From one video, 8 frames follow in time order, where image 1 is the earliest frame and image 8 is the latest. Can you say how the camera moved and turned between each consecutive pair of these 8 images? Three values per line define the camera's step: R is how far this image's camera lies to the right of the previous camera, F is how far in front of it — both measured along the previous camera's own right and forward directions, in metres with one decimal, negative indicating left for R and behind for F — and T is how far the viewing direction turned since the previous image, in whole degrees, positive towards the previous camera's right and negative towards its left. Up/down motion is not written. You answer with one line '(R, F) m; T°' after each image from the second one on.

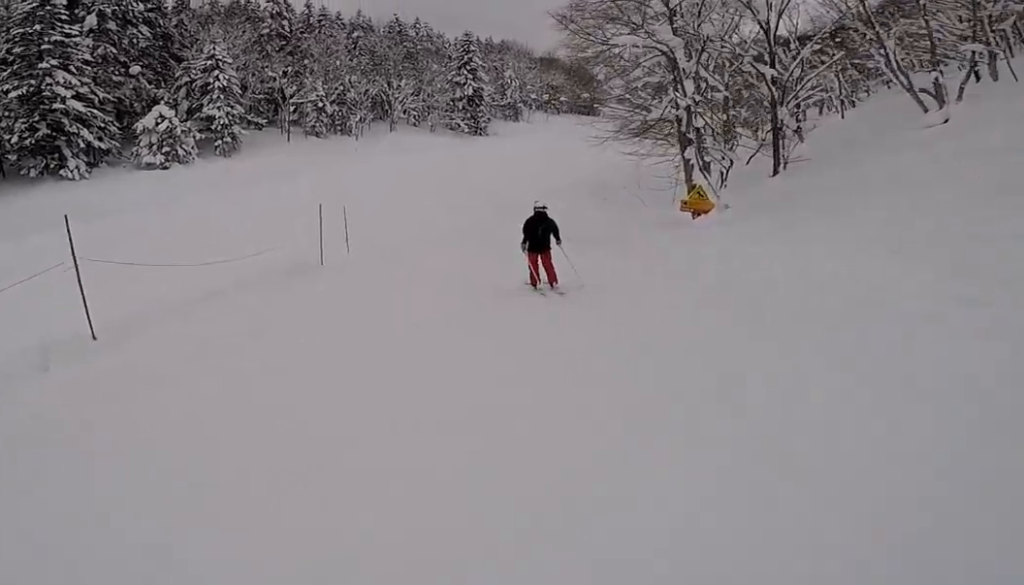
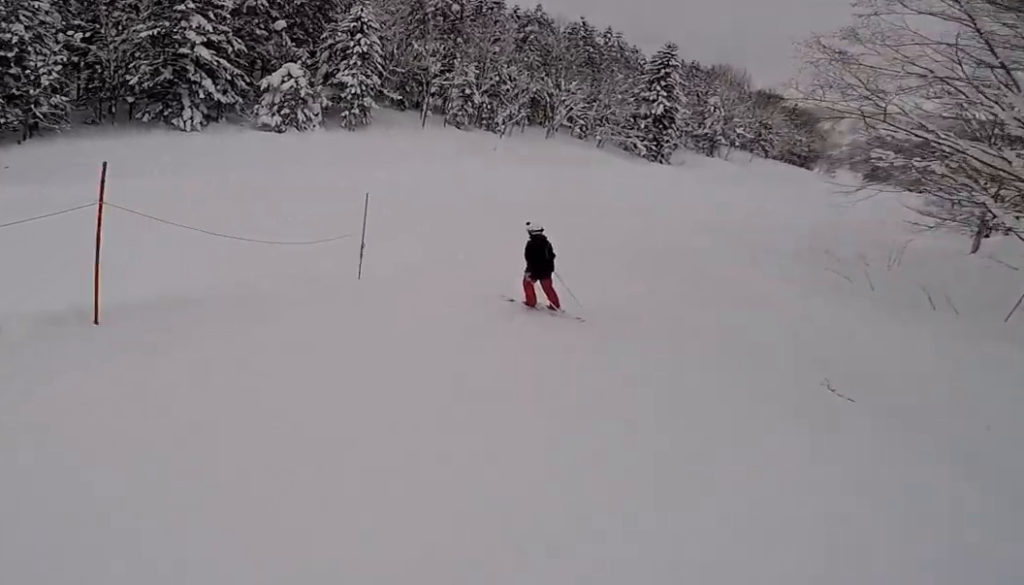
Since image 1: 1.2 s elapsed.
(-0.7, +8.7) m; -24°
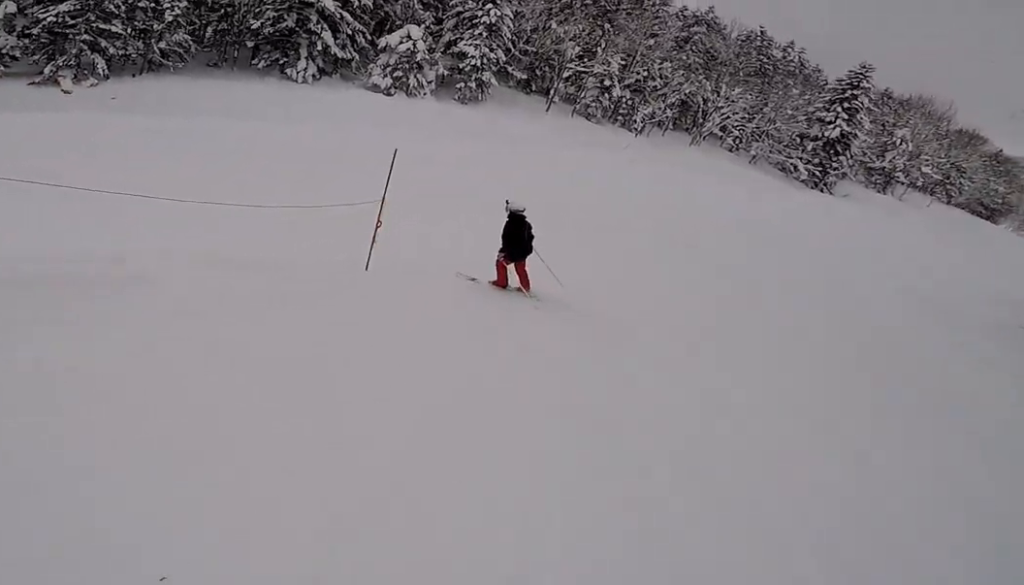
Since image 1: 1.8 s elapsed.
(-0.2, +3.5) m; -20°
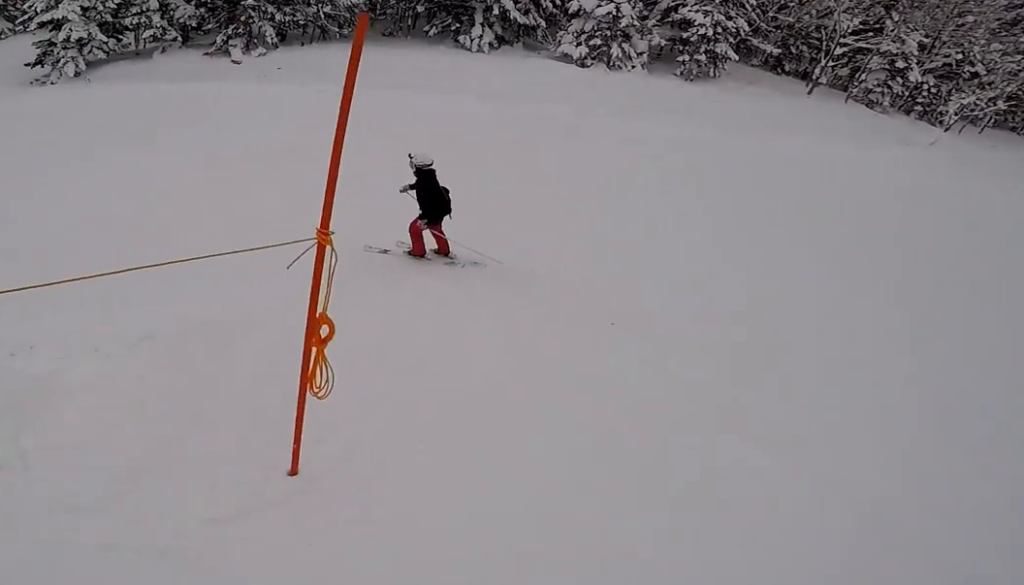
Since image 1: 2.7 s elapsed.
(-2.3, +5.9) m; -43°
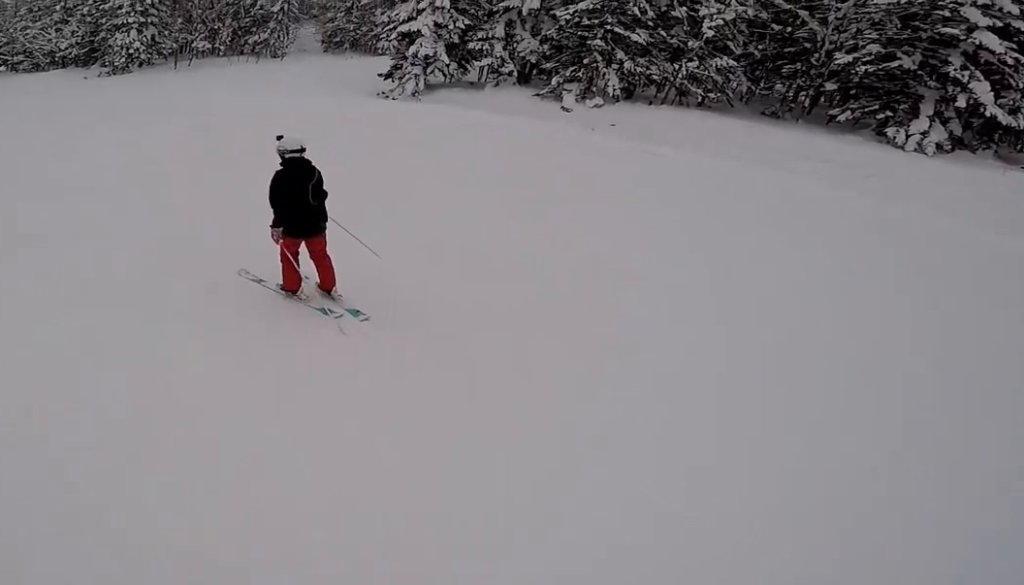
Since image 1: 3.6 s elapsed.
(-2.3, +5.9) m; -27°
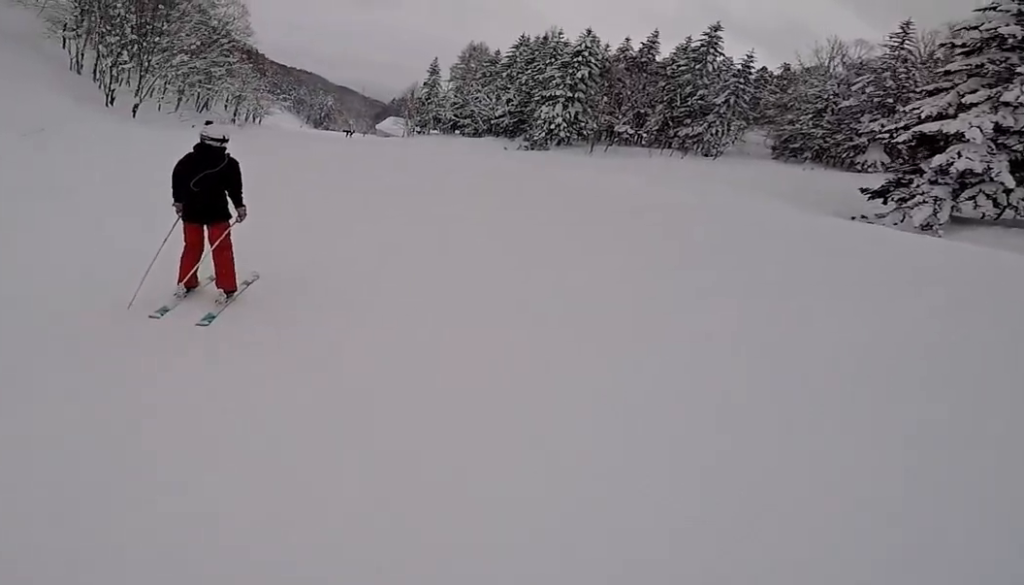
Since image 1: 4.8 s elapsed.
(-1.3, +7.9) m; -17°
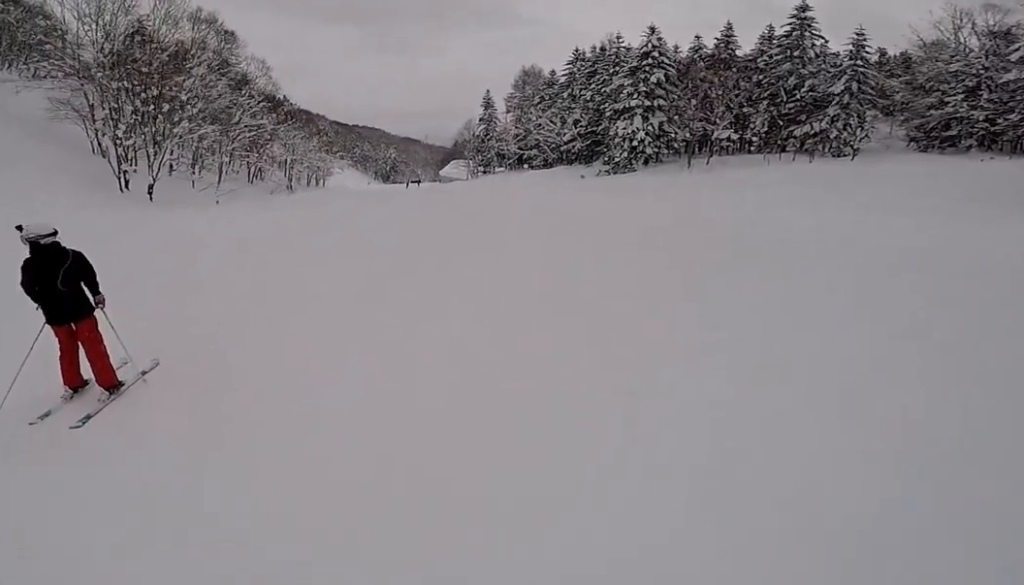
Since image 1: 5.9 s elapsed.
(-1.0, +8.3) m; -10°
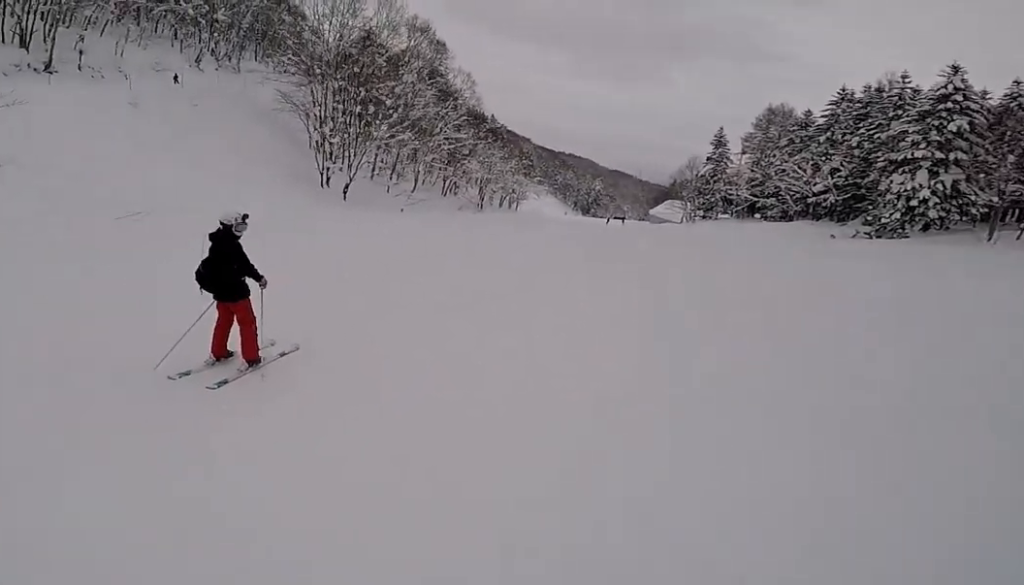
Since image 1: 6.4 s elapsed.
(+0.2, +3.0) m; -3°
